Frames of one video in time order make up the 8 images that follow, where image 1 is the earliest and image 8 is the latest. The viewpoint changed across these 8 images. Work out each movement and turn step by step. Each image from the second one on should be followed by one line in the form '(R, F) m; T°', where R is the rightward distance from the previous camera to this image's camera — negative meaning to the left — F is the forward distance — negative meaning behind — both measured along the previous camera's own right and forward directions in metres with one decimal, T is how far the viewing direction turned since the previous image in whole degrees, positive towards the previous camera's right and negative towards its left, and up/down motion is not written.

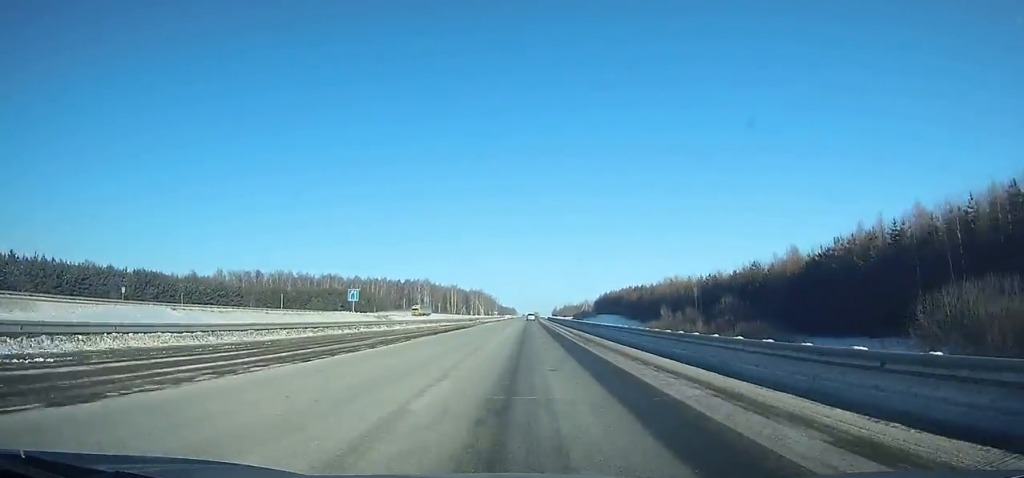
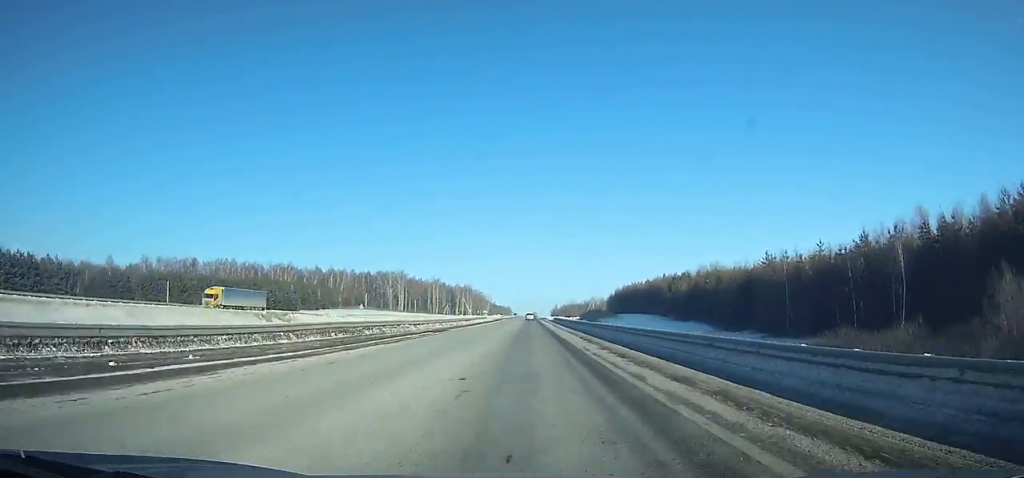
(+0.4, +70.1) m; 0°
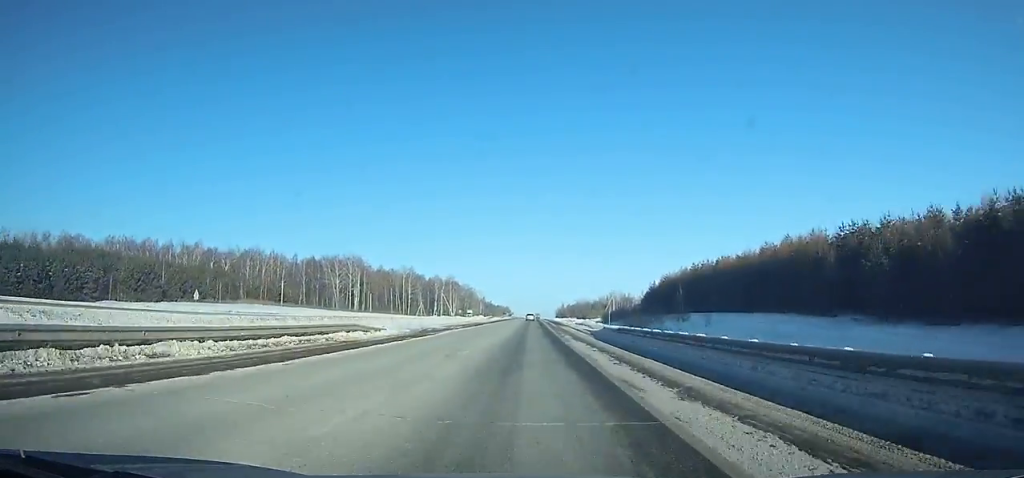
(+0.2, +86.9) m; 0°
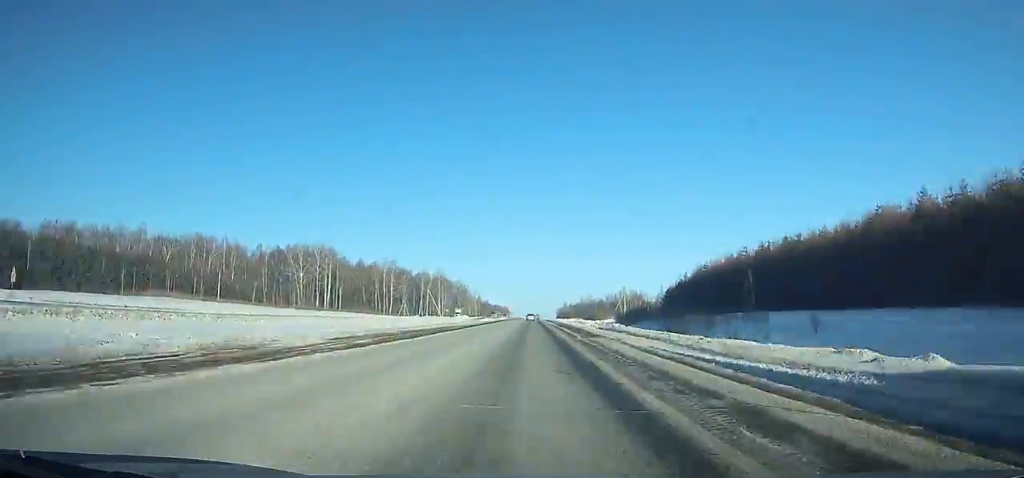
(0.0, +36.4) m; 0°
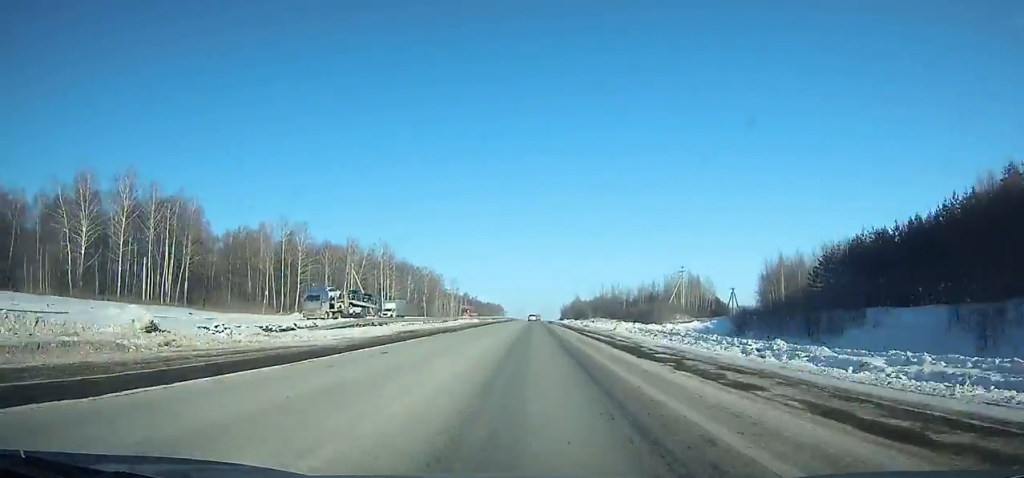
(+0.1, +97.5) m; 0°
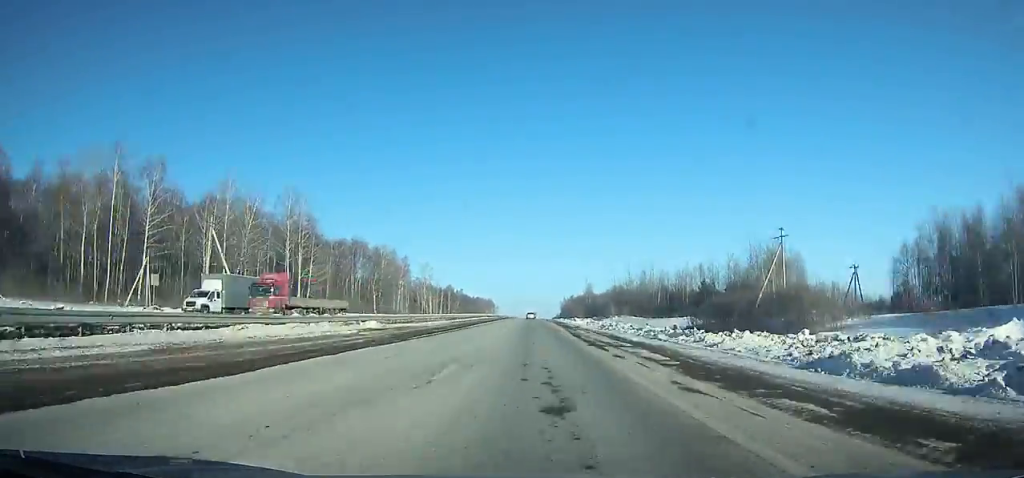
(+0.1, +63.3) m; 0°
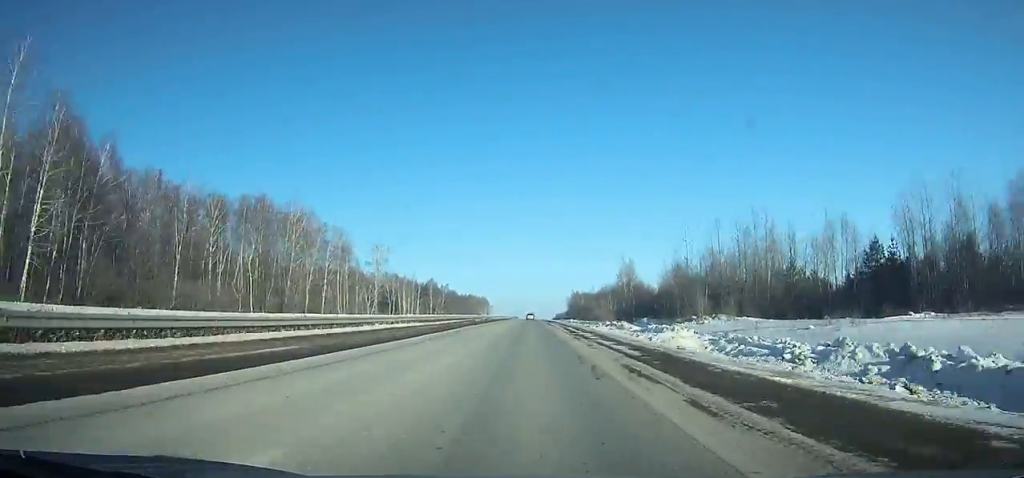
(+0.2, +67.8) m; 0°
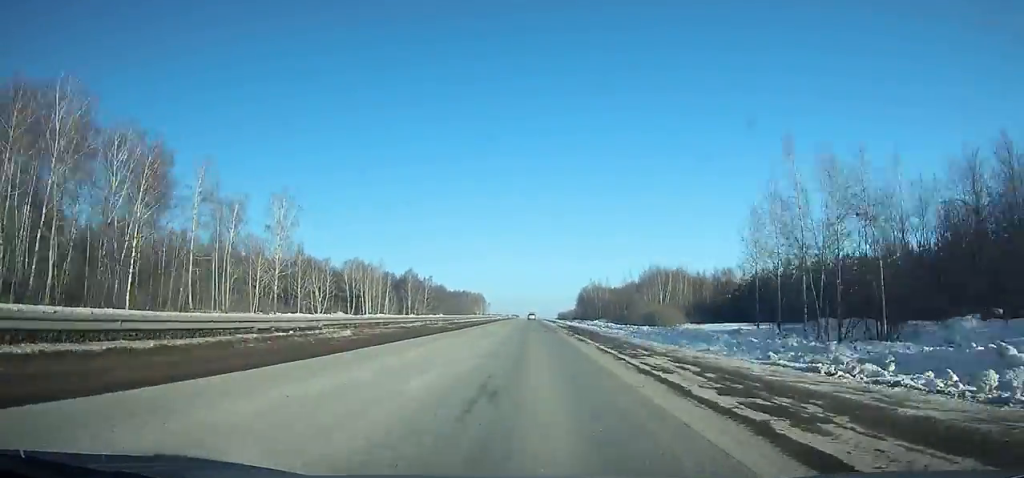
(+0.1, +66.6) m; 0°
